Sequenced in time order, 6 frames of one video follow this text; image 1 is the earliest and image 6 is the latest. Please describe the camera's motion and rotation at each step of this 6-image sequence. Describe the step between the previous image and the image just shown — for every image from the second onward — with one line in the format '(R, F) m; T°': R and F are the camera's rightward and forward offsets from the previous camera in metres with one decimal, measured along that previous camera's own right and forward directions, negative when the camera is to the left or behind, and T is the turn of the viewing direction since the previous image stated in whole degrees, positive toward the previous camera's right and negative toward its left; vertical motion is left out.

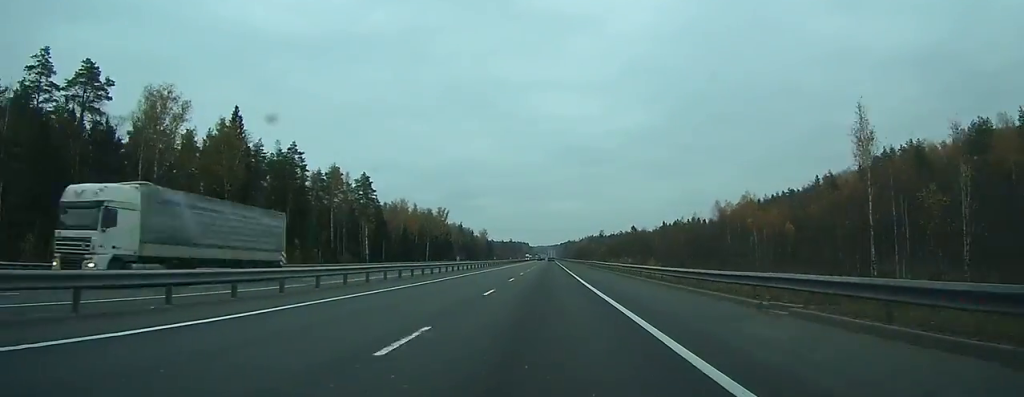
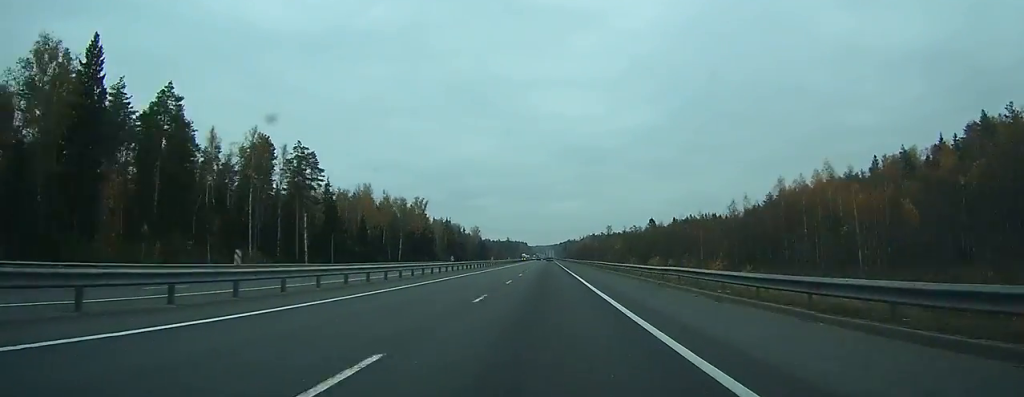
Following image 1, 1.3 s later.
(0.0, +39.4) m; 0°
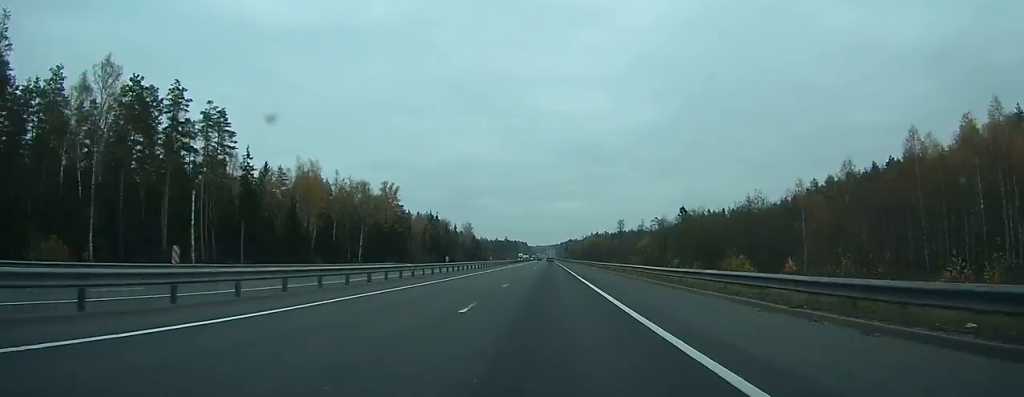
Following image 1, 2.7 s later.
(0.0, +40.8) m; 0°
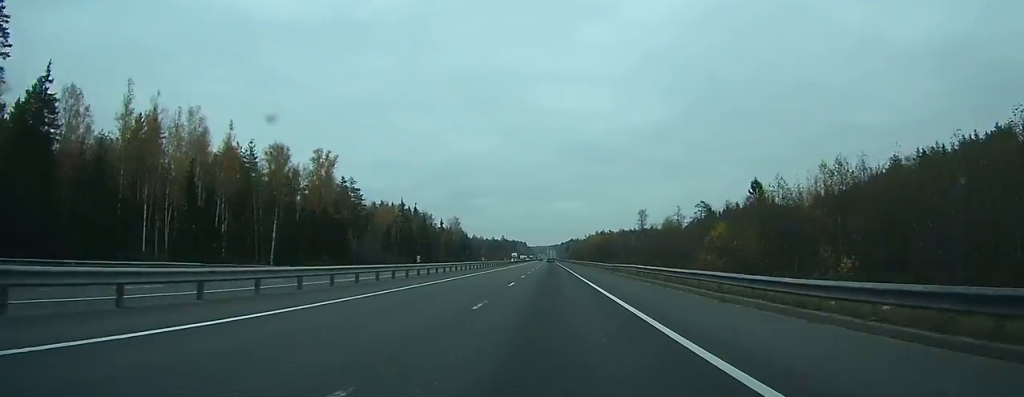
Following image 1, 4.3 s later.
(+0.1, +48.9) m; 0°
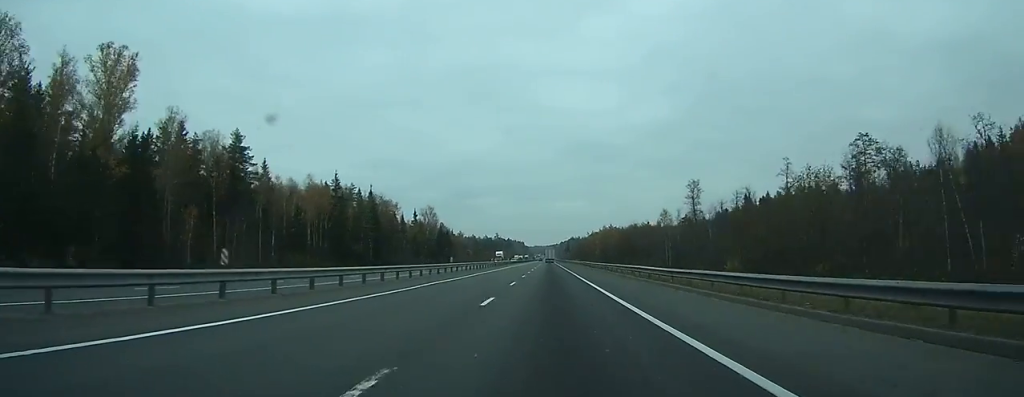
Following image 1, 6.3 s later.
(+0.1, +59.4) m; 0°
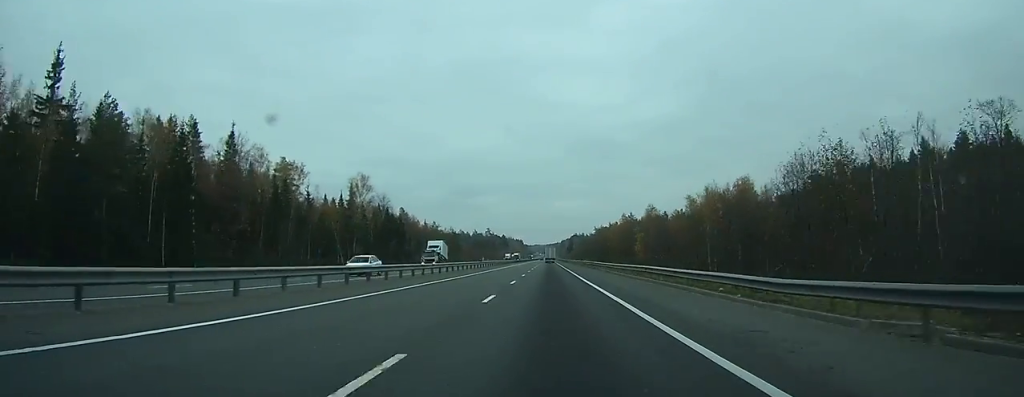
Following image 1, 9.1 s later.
(+0.1, +80.6) m; 0°
